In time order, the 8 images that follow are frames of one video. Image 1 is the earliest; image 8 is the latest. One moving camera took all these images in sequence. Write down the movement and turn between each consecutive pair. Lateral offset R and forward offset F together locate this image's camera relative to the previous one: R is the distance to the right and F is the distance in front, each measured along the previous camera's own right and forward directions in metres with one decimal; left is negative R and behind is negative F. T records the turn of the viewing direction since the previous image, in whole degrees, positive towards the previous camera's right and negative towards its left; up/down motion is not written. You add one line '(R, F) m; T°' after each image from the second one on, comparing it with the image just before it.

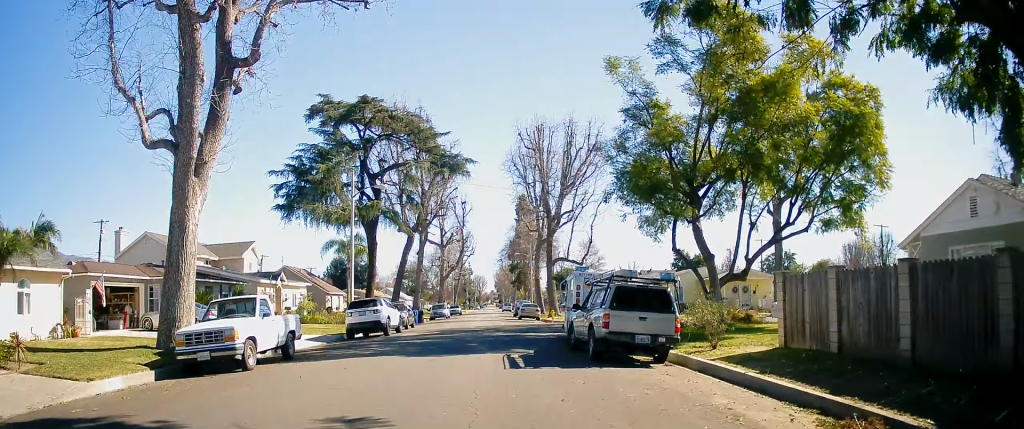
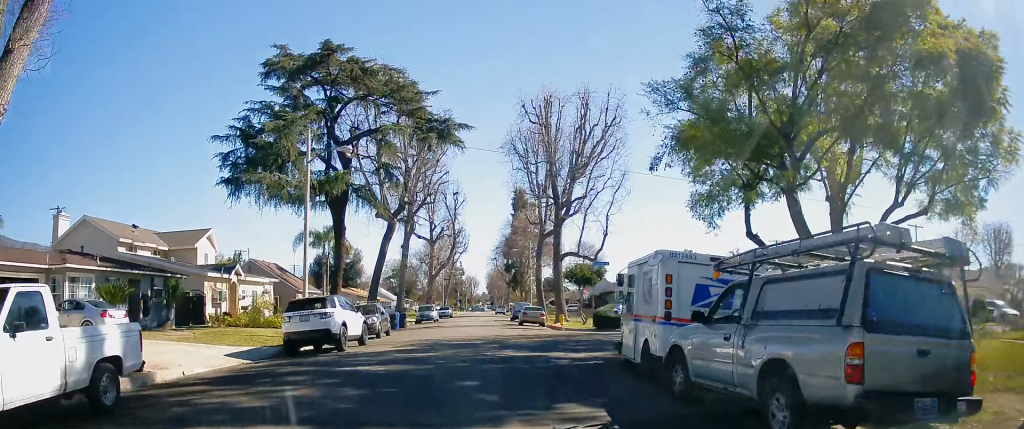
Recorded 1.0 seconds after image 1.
(+0.1, +8.3) m; +1°
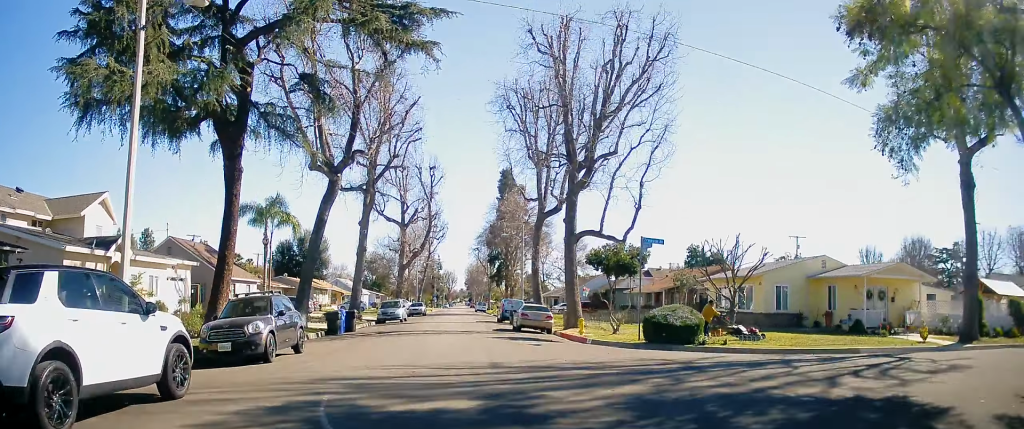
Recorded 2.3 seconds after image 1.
(0.0, +12.7) m; 0°
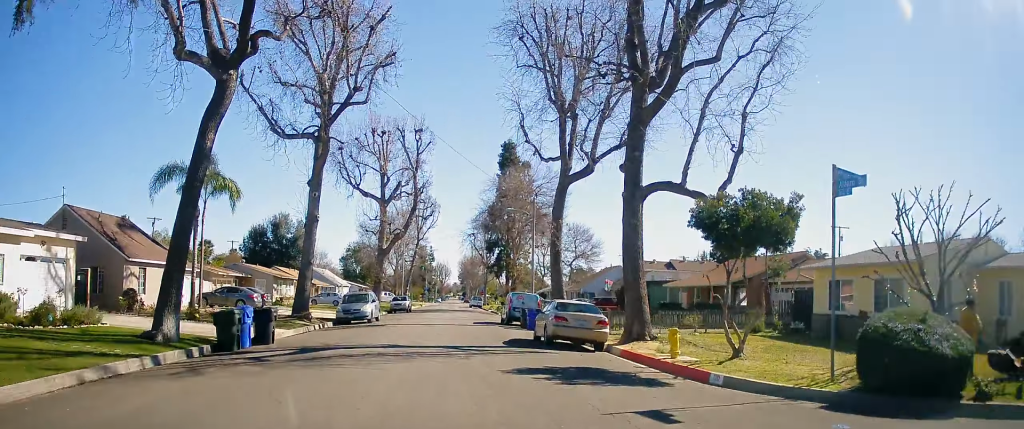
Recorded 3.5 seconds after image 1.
(0.0, +12.3) m; -1°
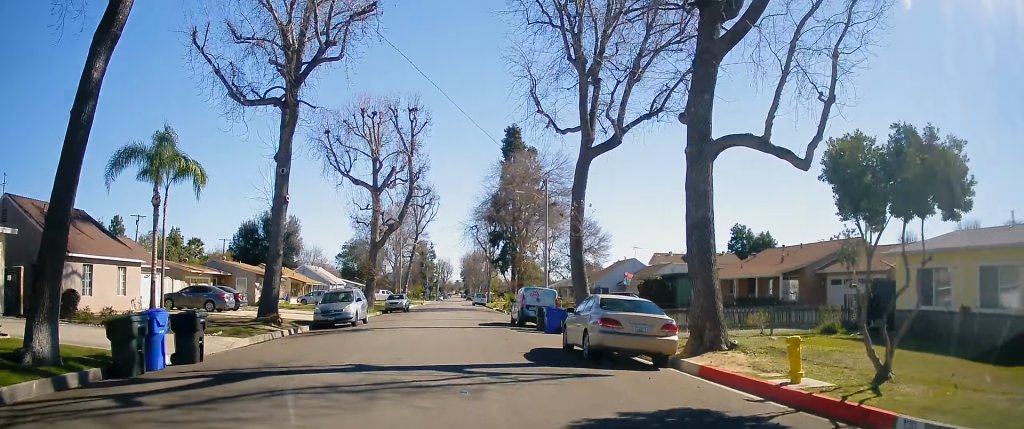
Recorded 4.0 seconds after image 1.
(+0.1, +5.4) m; -1°
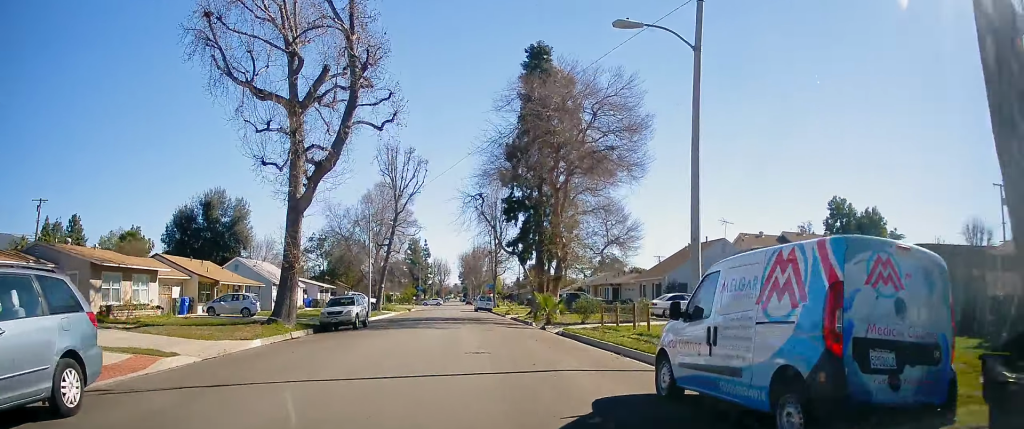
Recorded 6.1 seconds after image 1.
(-0.2, +23.2) m; +2°
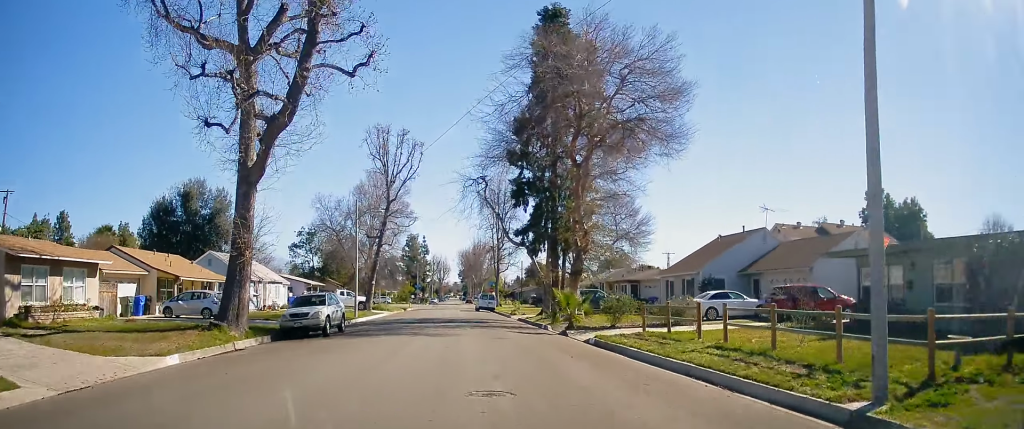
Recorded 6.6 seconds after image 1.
(0.0, +6.1) m; 0°
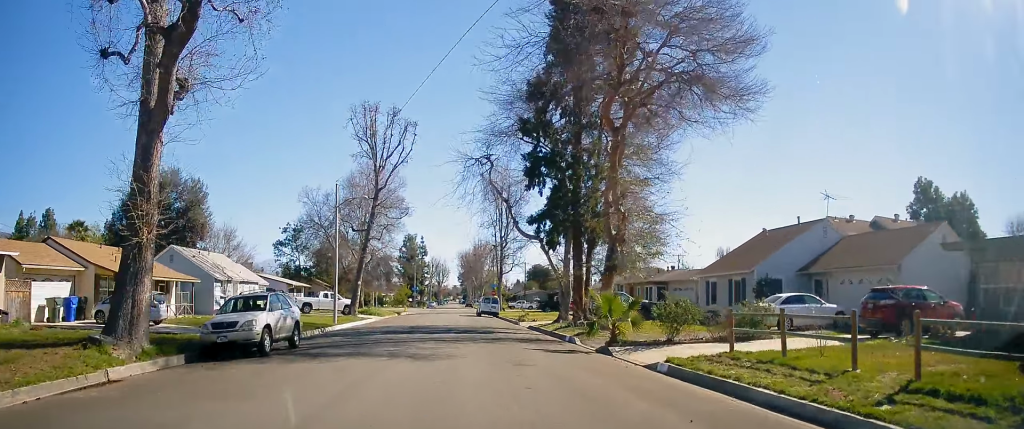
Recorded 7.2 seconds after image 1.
(0.0, +6.9) m; 0°
